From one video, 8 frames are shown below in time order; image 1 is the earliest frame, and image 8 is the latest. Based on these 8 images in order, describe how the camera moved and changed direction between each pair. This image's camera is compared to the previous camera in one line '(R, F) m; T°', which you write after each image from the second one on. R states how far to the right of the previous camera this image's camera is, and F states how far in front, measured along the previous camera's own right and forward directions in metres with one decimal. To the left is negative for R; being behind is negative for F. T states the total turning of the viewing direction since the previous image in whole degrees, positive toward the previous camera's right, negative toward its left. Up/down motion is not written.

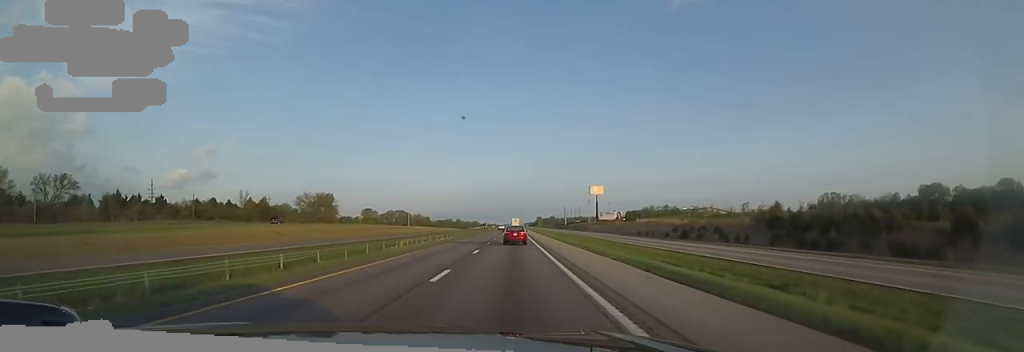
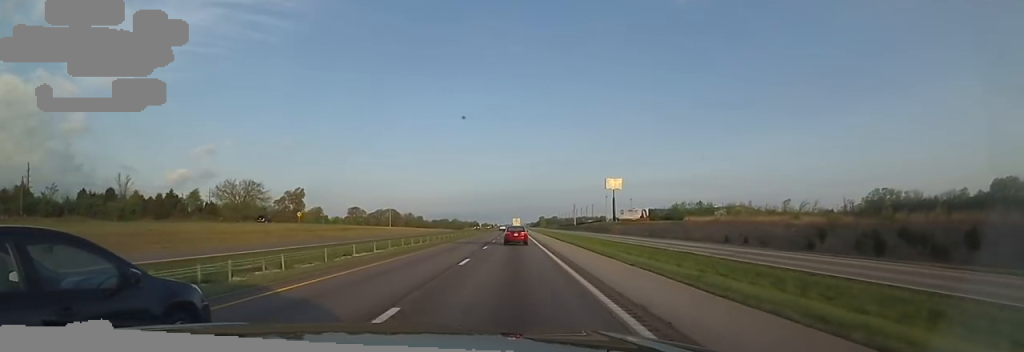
(-0.8, +42.8) m; 0°
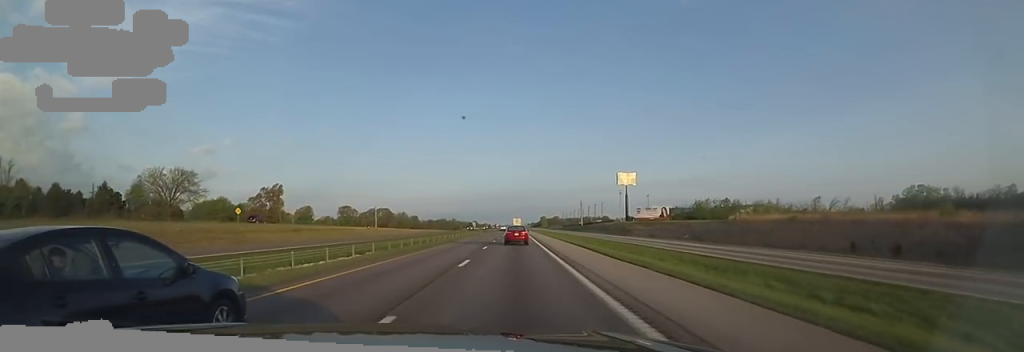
(+0.4, +25.1) m; +1°
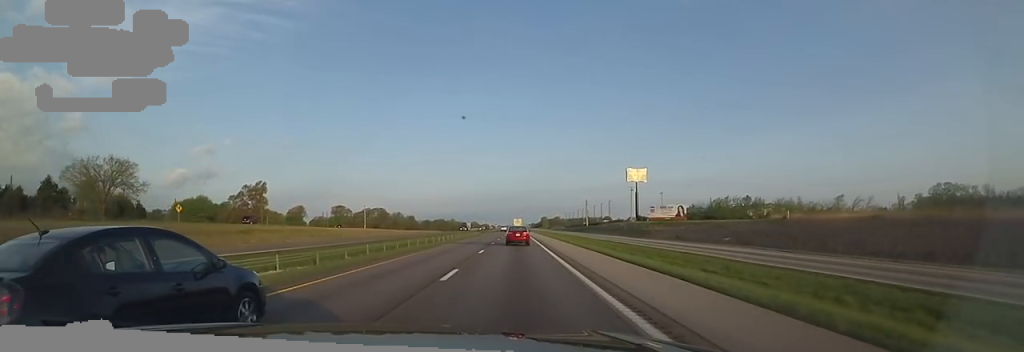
(+0.1, +16.5) m; 0°
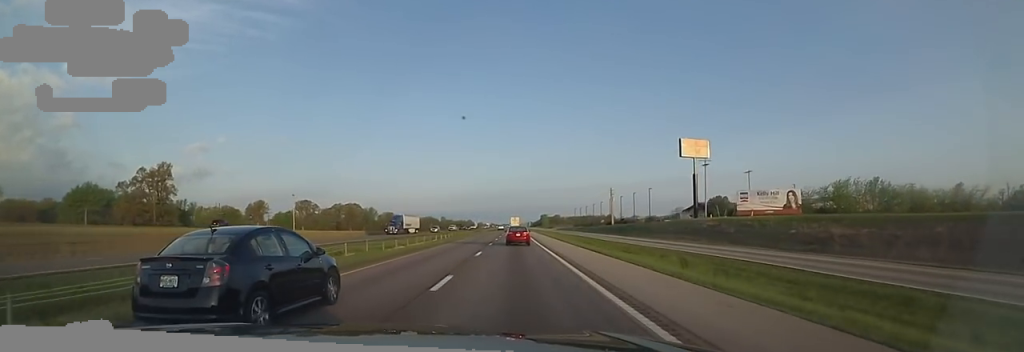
(+0.2, +64.6) m; -1°
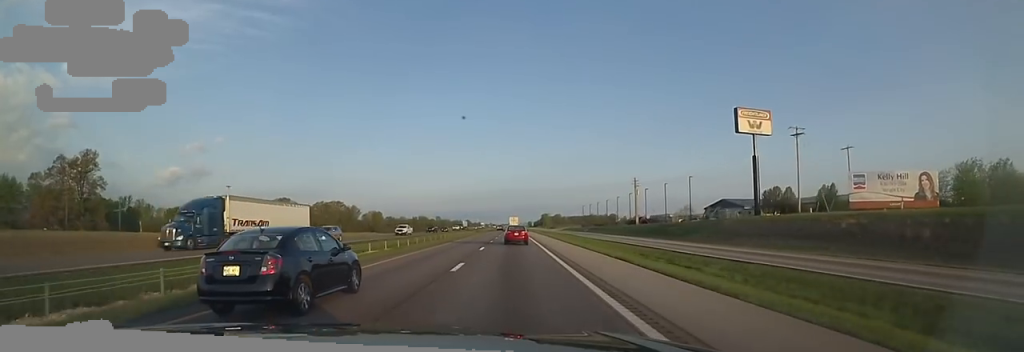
(-0.4, +33.3) m; 0°
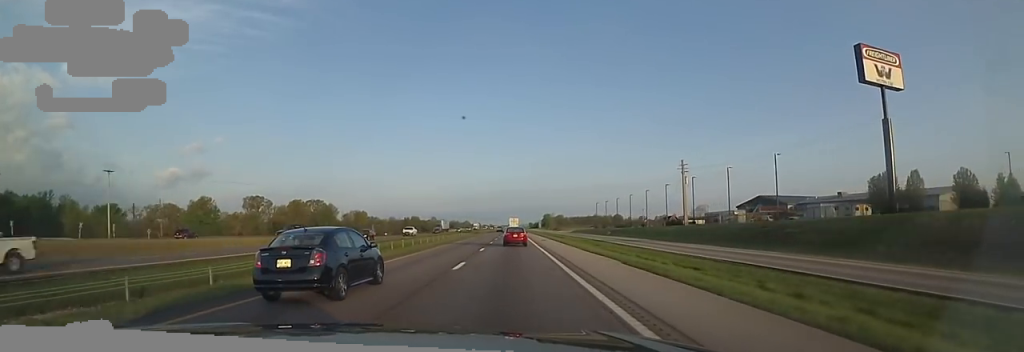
(+0.3, +35.3) m; 0°
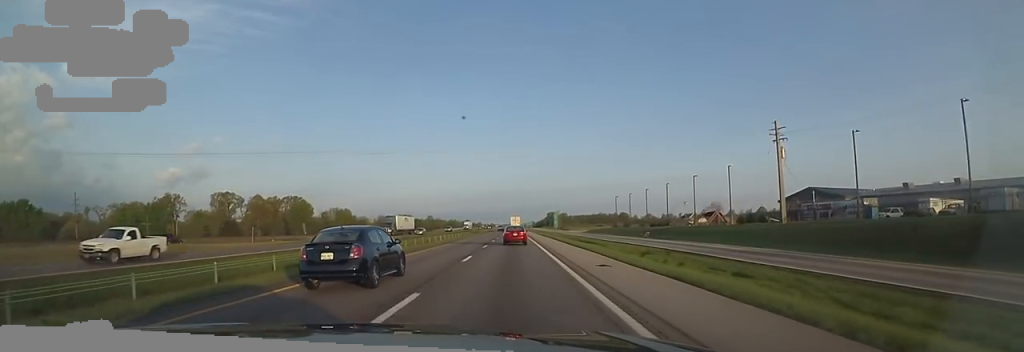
(-0.3, +32.5) m; 0°
